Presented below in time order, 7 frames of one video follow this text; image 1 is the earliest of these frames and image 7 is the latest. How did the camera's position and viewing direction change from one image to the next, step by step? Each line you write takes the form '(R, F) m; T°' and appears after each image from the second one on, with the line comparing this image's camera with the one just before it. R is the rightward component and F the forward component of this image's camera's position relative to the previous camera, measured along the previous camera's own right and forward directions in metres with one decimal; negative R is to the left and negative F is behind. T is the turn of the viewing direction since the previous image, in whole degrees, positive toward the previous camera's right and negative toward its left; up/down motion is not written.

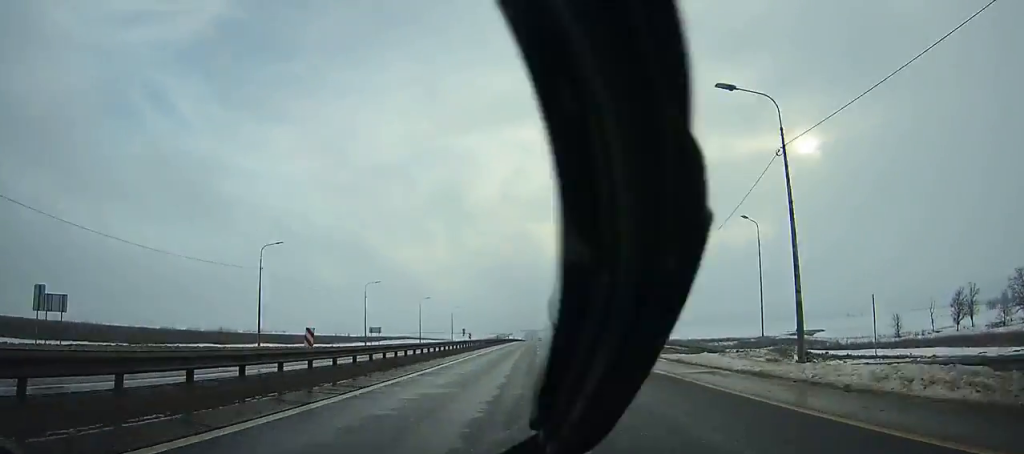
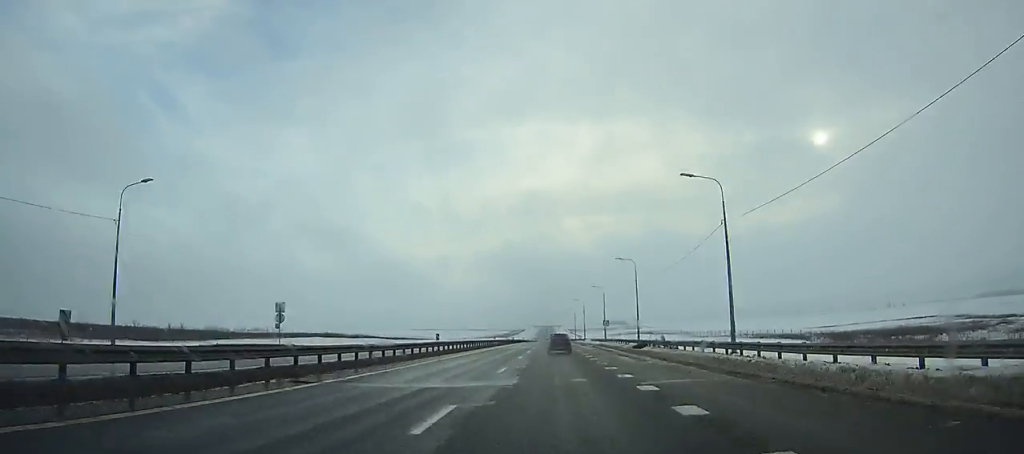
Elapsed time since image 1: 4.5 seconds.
(-0.5, +127.3) m; -1°
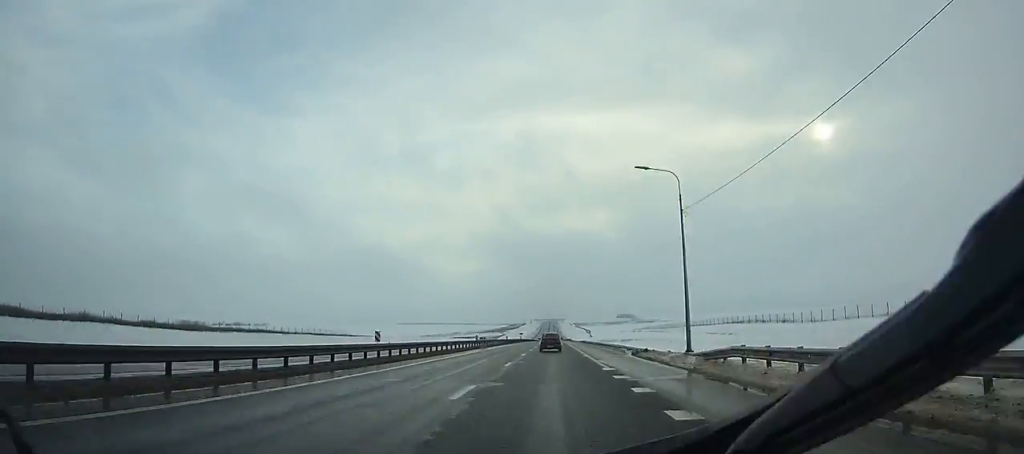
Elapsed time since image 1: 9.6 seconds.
(-0.6, +138.6) m; 0°
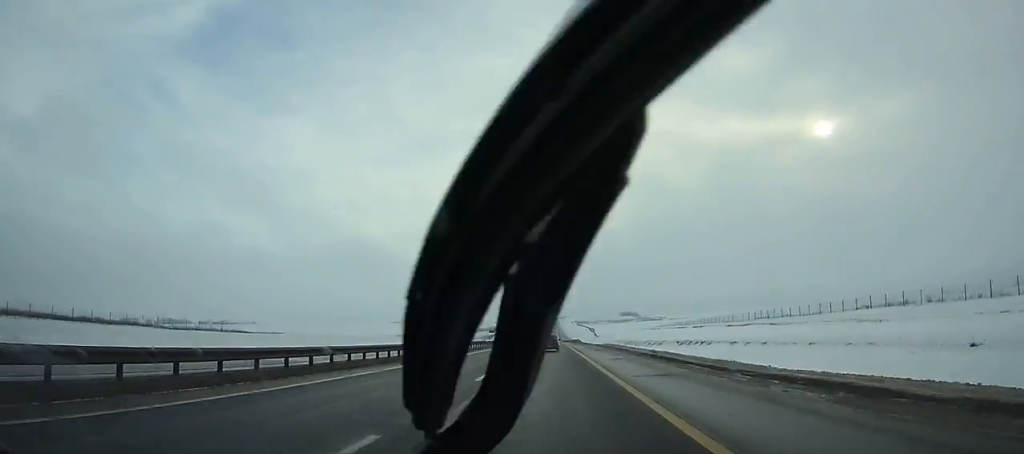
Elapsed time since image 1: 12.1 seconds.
(0.0, +66.6) m; 0°
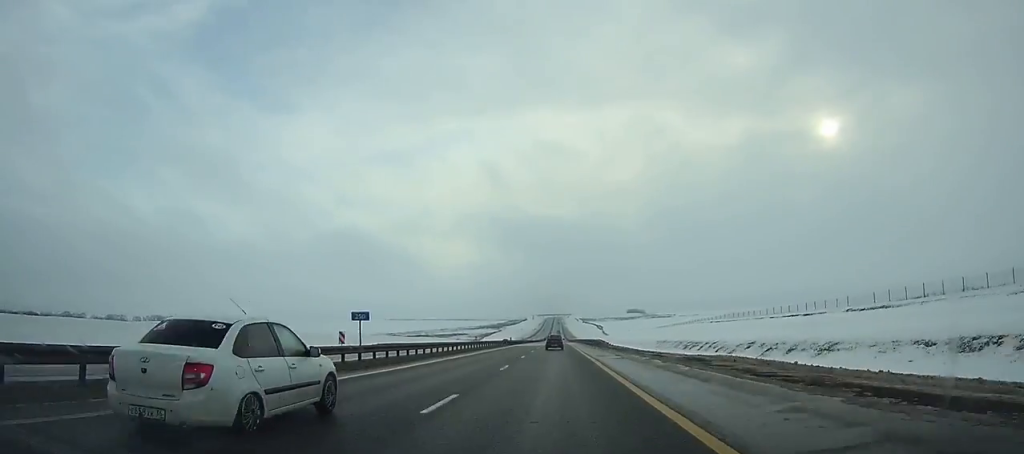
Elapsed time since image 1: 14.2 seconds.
(0.0, +55.6) m; 0°
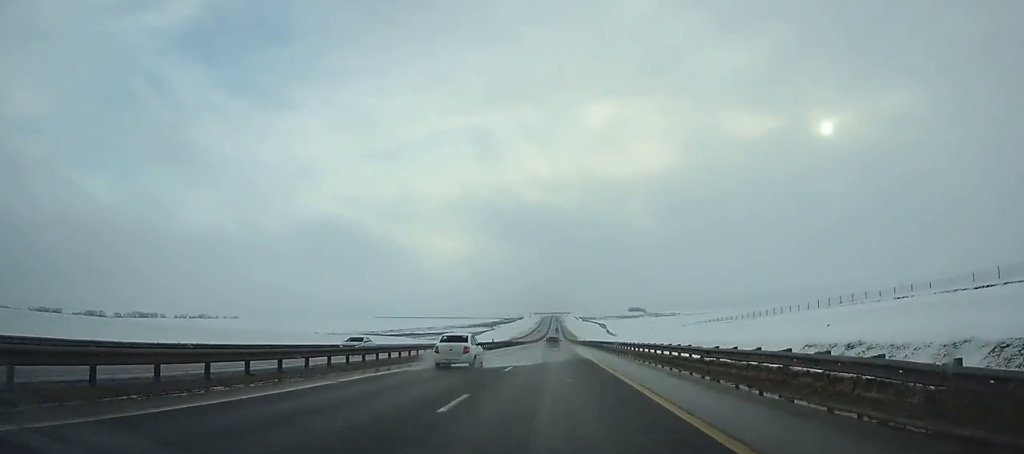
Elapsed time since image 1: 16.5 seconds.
(0.0, +60.8) m; 0°
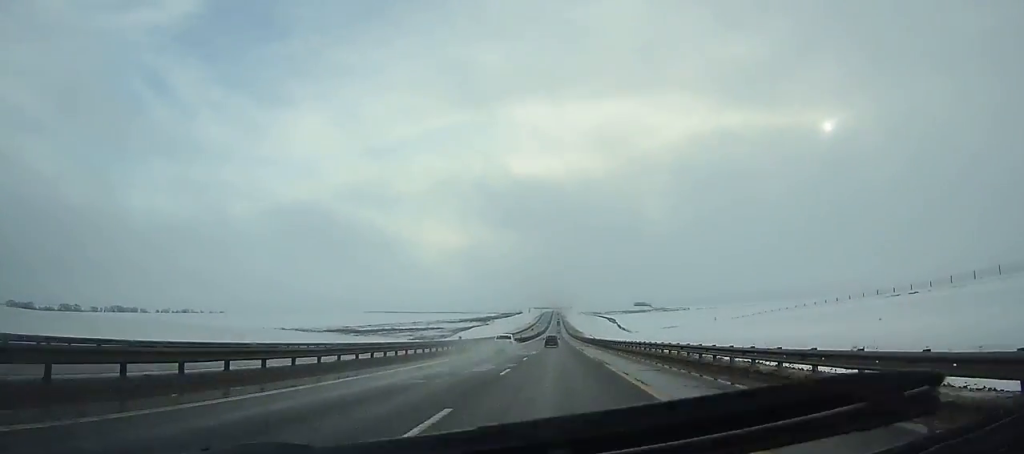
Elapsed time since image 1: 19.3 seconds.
(+0.2, +74.1) m; 0°
